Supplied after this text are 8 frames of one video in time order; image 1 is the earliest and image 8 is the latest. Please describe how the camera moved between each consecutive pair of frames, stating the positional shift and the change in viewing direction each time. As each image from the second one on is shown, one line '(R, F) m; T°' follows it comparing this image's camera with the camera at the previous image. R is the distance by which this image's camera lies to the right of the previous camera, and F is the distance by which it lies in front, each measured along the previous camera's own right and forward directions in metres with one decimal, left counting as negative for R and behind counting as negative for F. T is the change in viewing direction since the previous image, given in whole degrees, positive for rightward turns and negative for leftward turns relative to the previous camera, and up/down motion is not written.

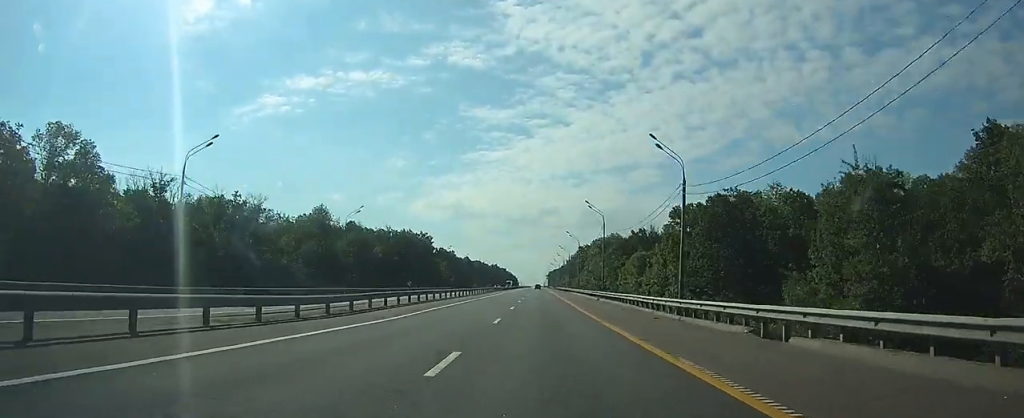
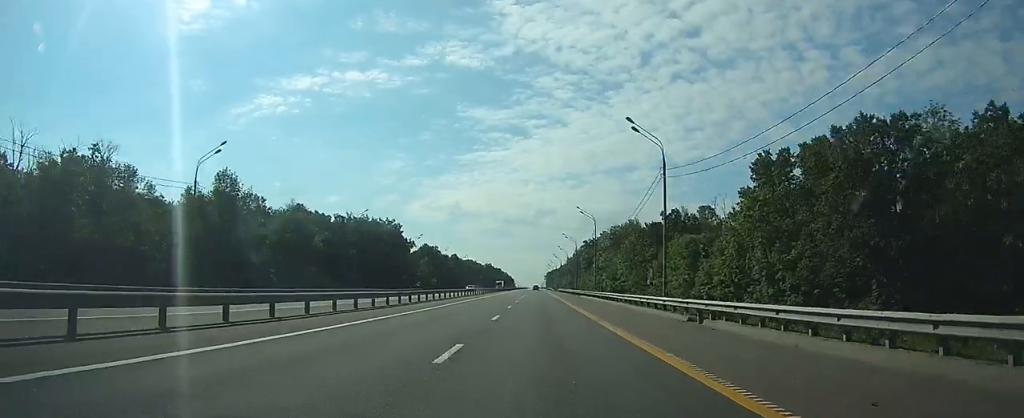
(-0.1, +35.0) m; 0°
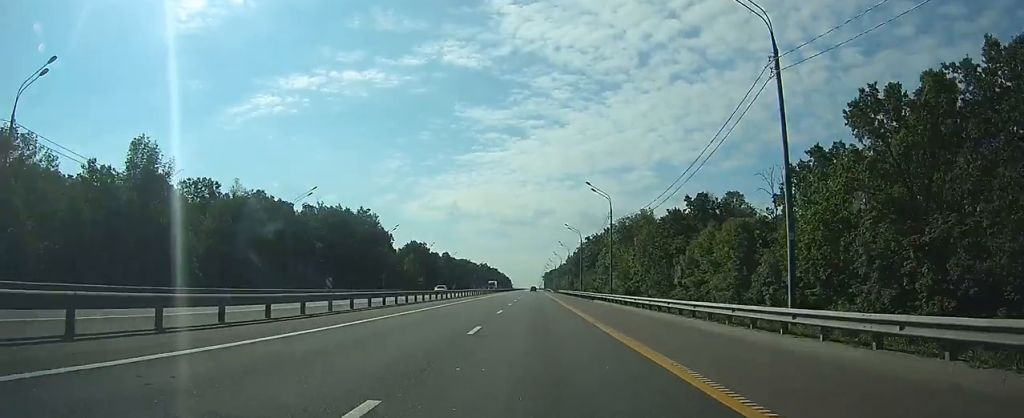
(0.0, +18.0) m; 0°
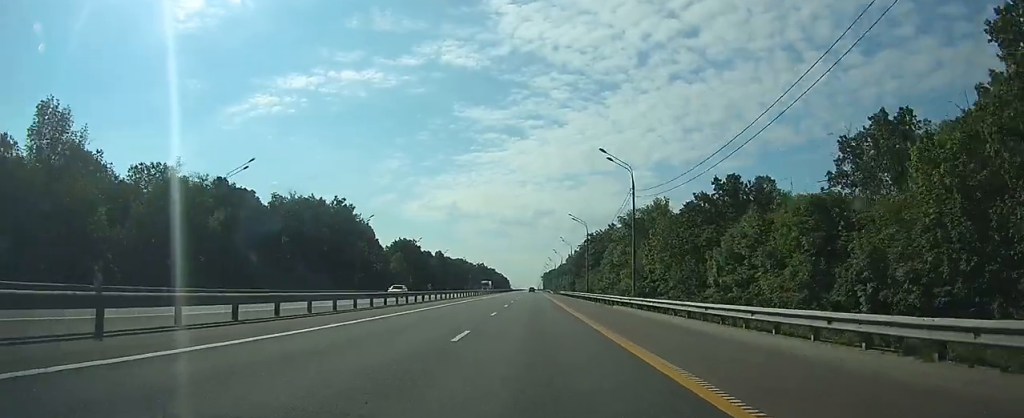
(0.0, +14.0) m; 0°
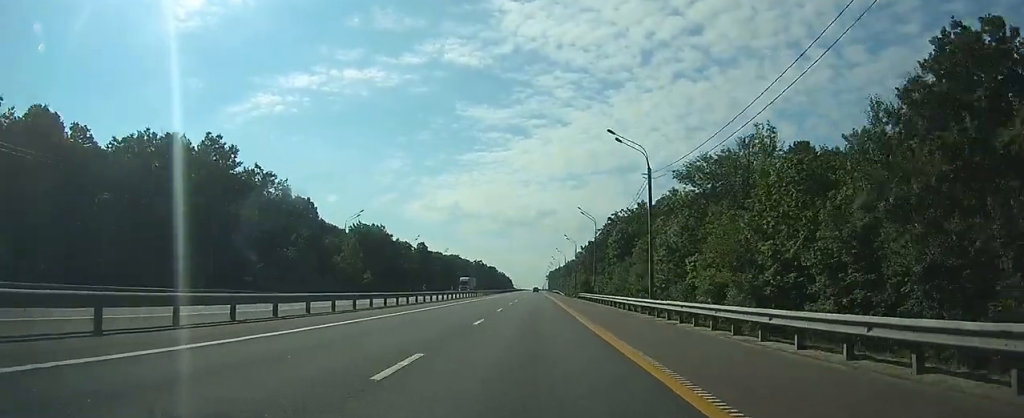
(+0.2, +42.0) m; 0°
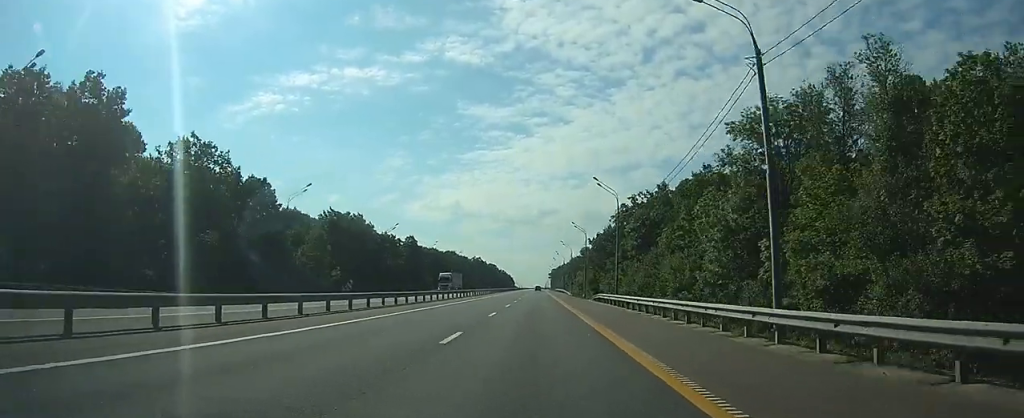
(0.0, +19.0) m; 0°
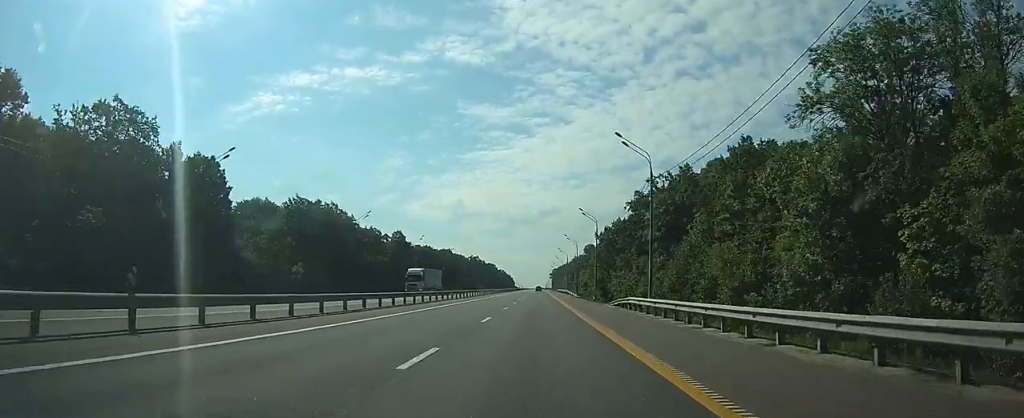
(-0.1, +16.0) m; 0°
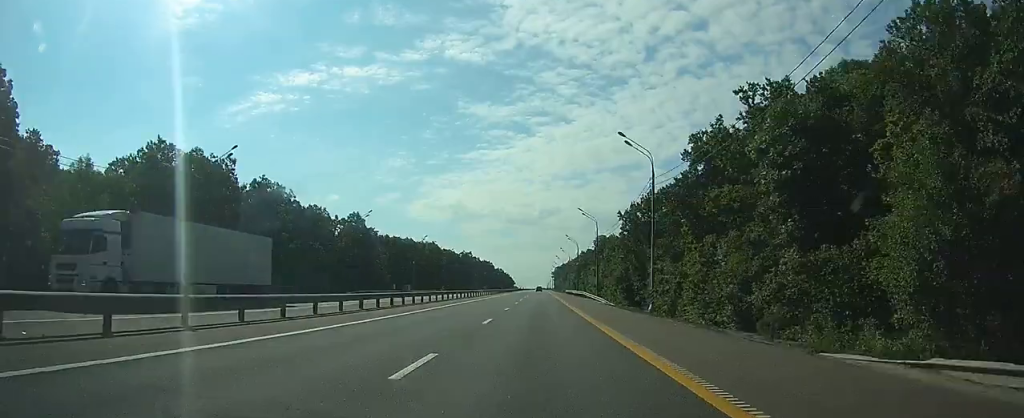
(-0.1, +37.1) m; 0°
